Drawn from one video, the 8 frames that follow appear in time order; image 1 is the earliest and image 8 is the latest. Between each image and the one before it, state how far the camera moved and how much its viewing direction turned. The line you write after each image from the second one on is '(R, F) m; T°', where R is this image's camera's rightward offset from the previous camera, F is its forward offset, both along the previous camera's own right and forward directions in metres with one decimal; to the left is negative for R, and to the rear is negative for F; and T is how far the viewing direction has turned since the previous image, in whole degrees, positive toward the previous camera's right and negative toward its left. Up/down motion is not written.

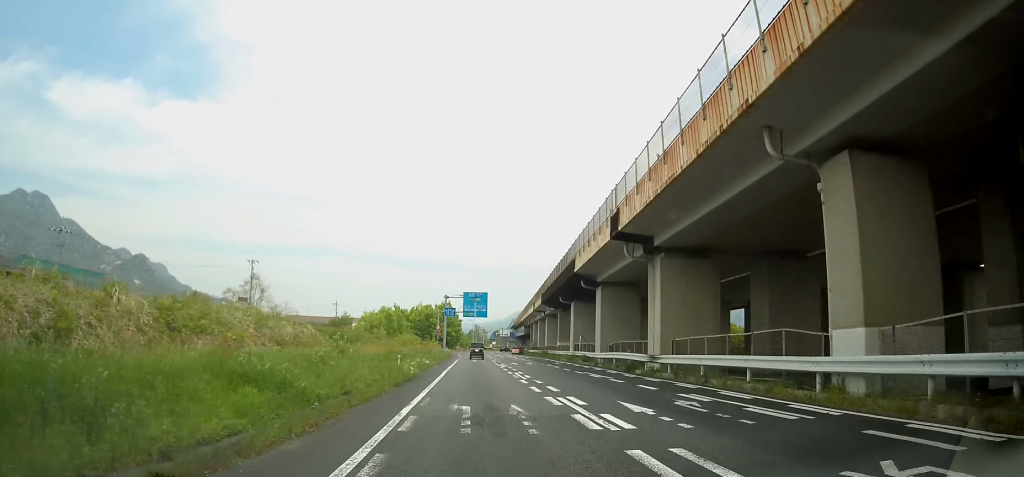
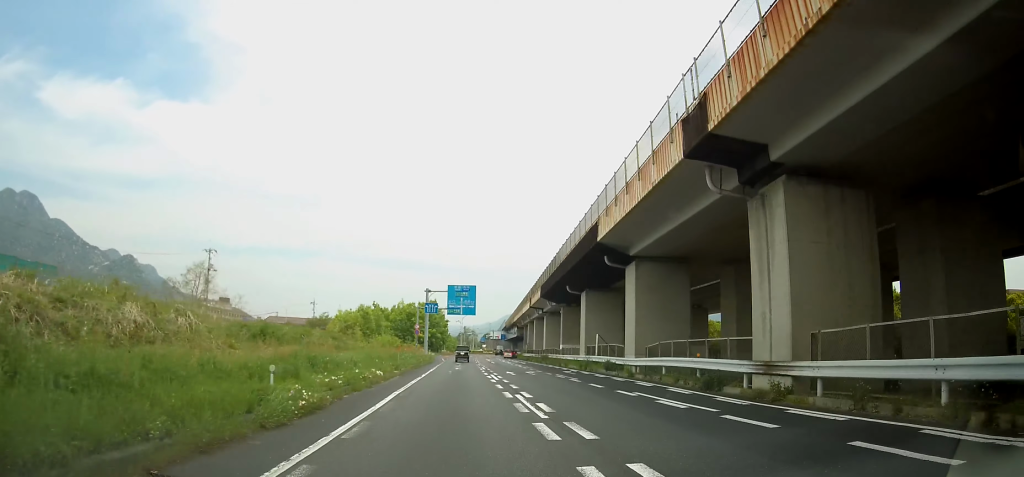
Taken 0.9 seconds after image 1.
(0.0, +12.7) m; 0°
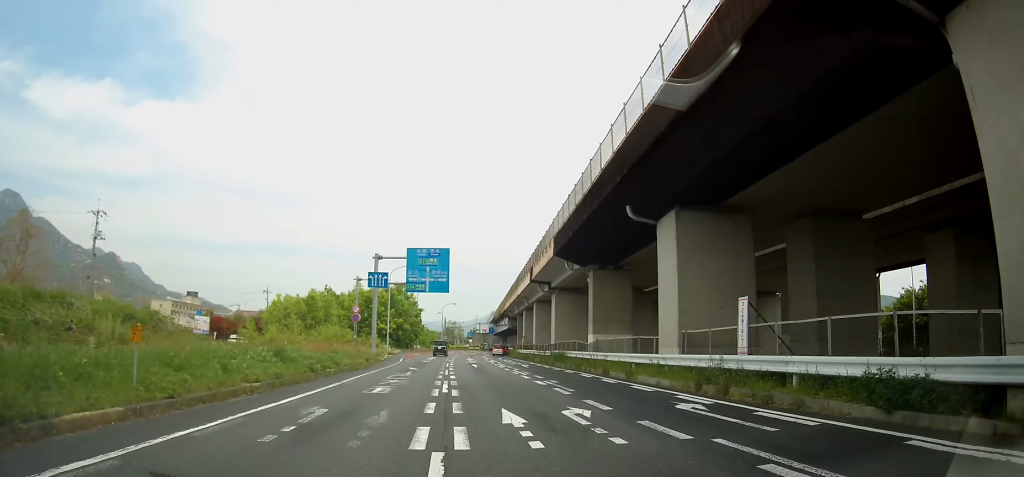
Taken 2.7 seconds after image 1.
(+0.1, +24.9) m; +1°
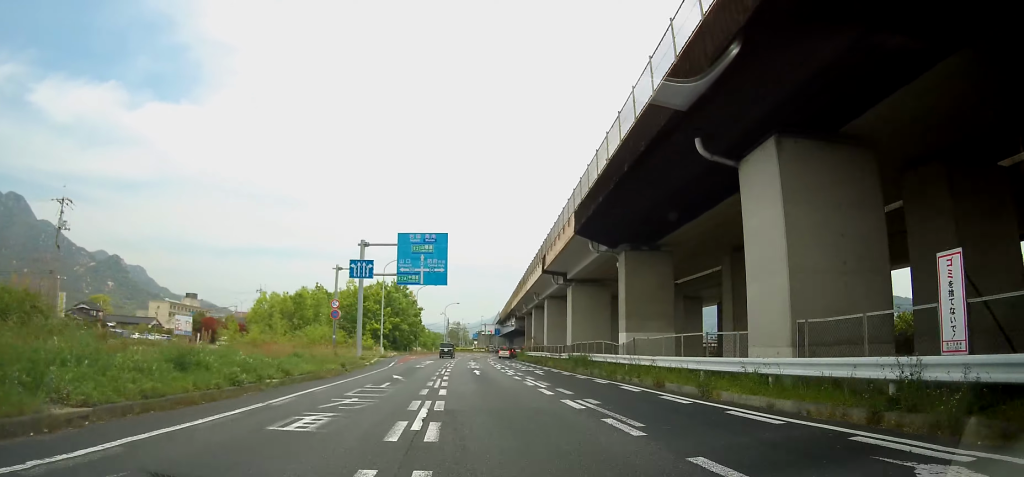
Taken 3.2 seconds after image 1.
(+0.1, +7.3) m; 0°
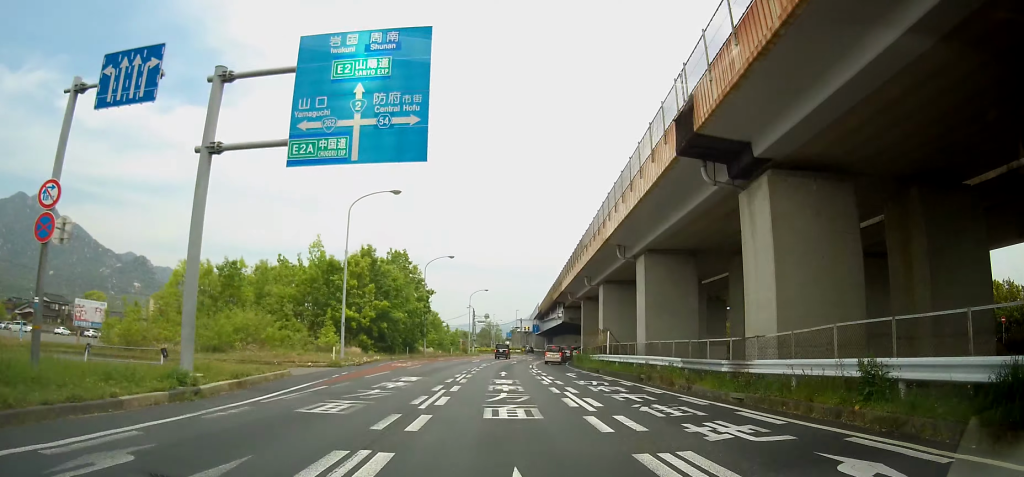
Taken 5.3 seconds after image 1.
(-0.5, +27.2) m; -2°
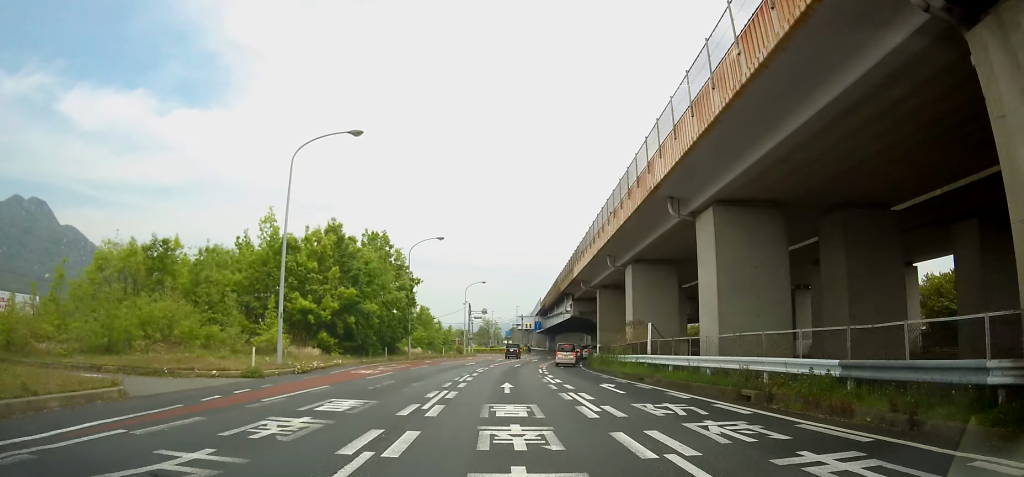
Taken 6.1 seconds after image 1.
(0.0, +10.5) m; 0°
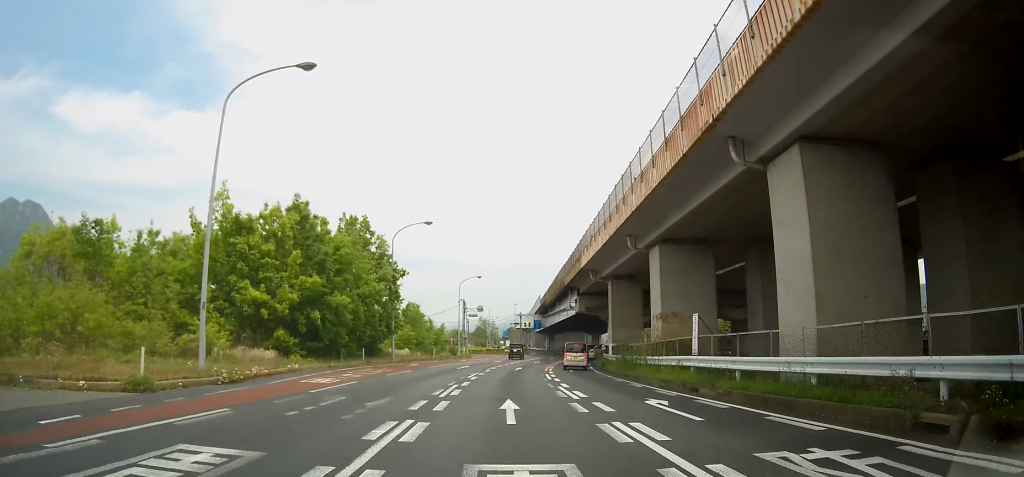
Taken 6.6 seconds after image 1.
(0.0, +7.2) m; 0°
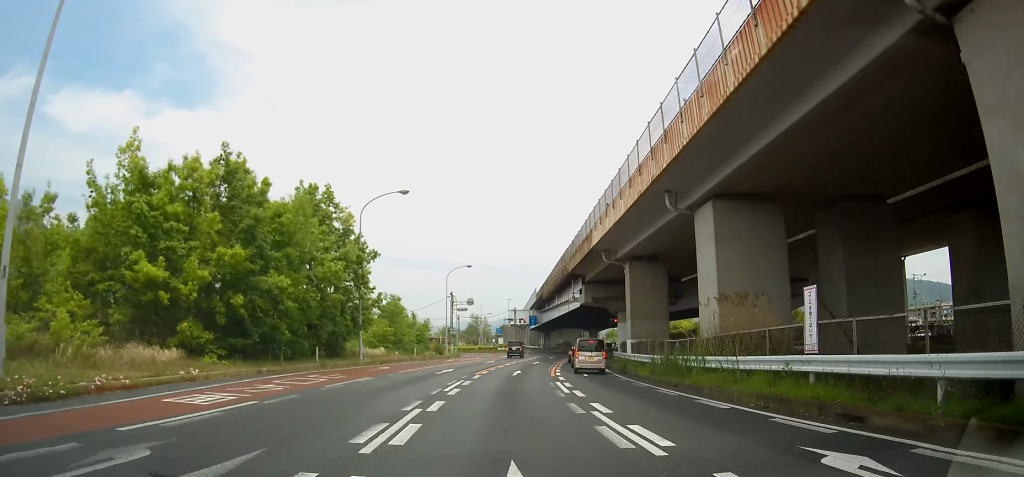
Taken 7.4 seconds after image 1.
(0.0, +9.3) m; -1°
